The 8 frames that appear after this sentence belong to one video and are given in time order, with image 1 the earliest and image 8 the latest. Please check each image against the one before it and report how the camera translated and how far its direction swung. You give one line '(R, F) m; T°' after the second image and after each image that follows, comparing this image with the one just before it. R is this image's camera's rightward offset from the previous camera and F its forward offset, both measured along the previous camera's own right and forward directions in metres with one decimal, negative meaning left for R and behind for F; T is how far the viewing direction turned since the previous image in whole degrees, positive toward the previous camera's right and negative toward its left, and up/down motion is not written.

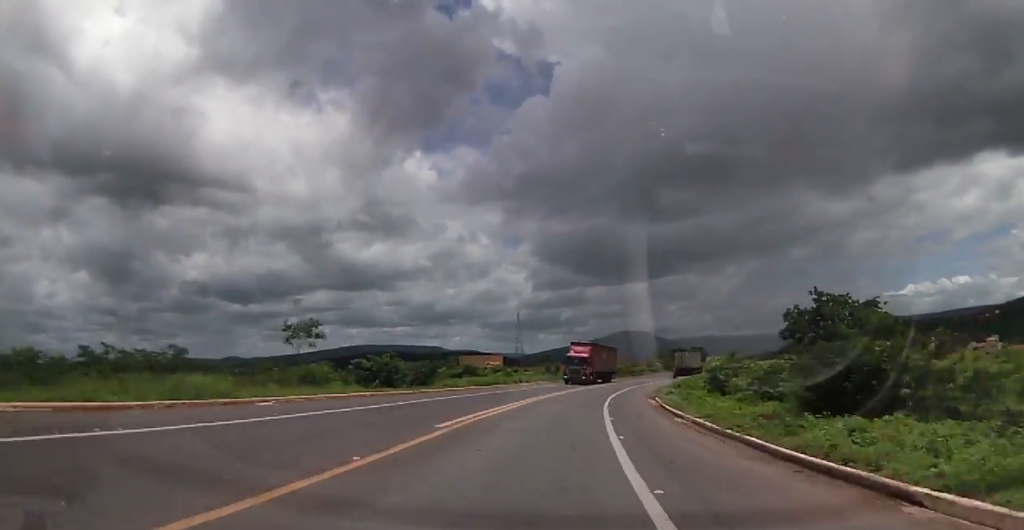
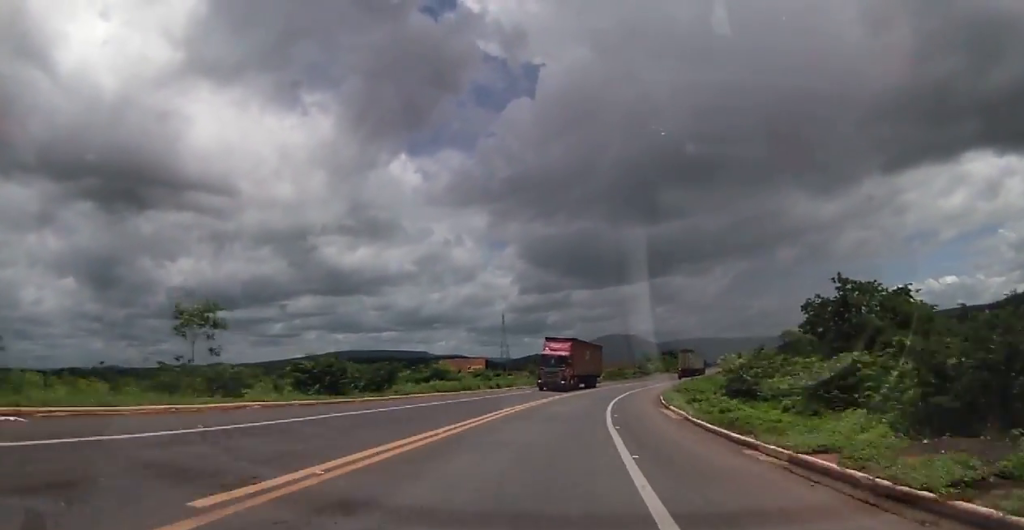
(+0.1, +10.1) m; +1°
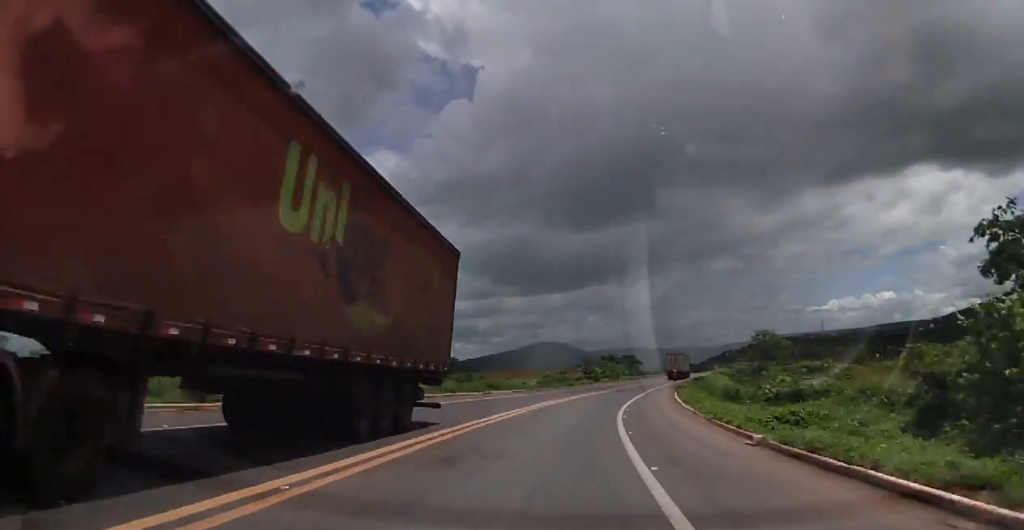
(+1.2, +36.3) m; +4°
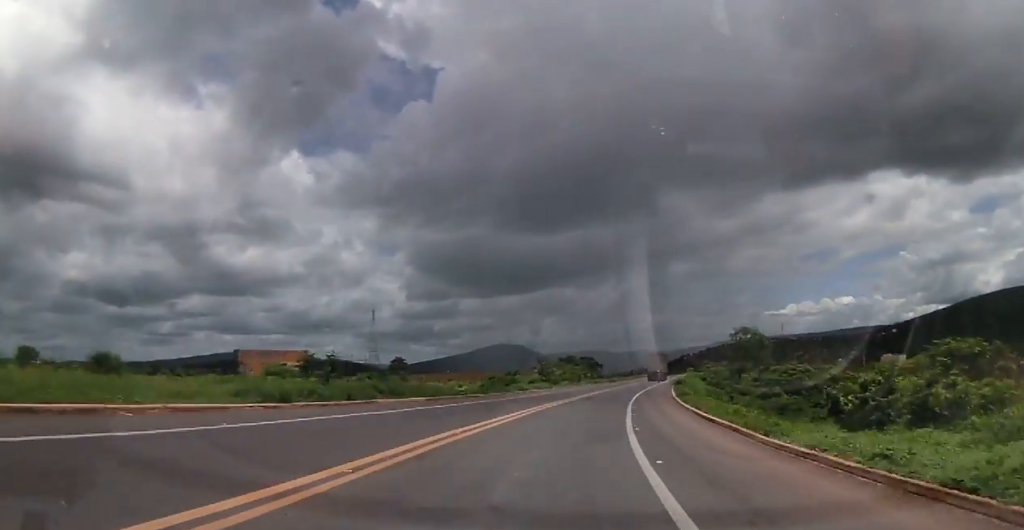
(+0.5, +18.8) m; +3°
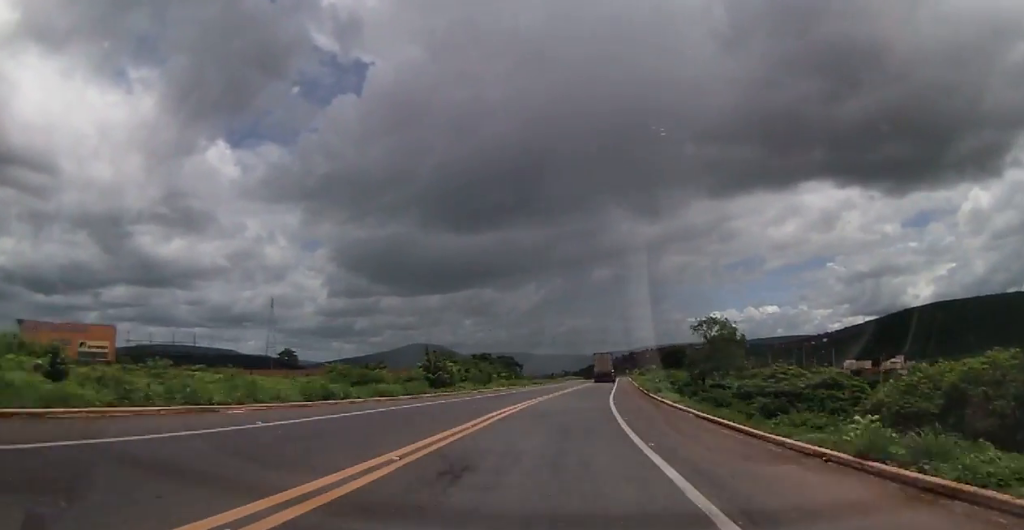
(+1.7, +33.5) m; +6°
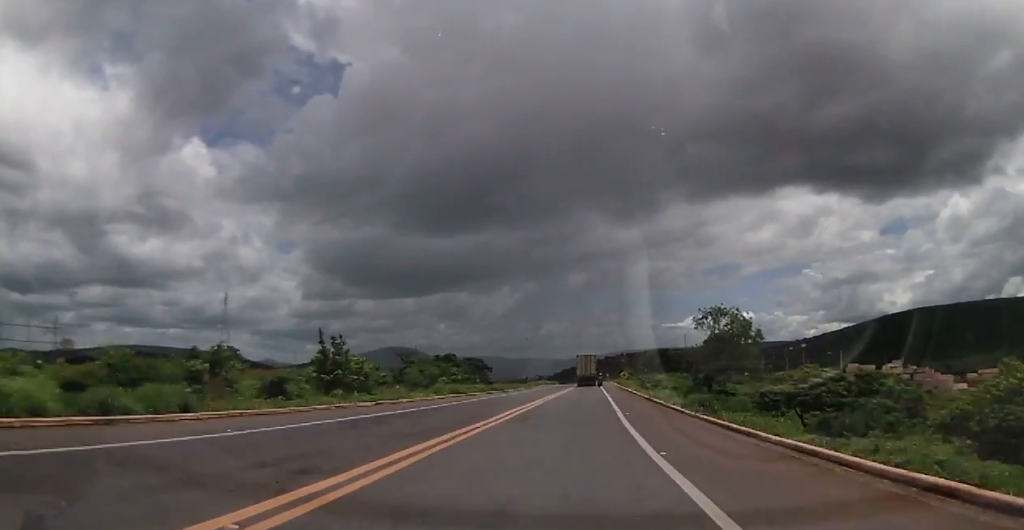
(+0.5, +22.1) m; +4°
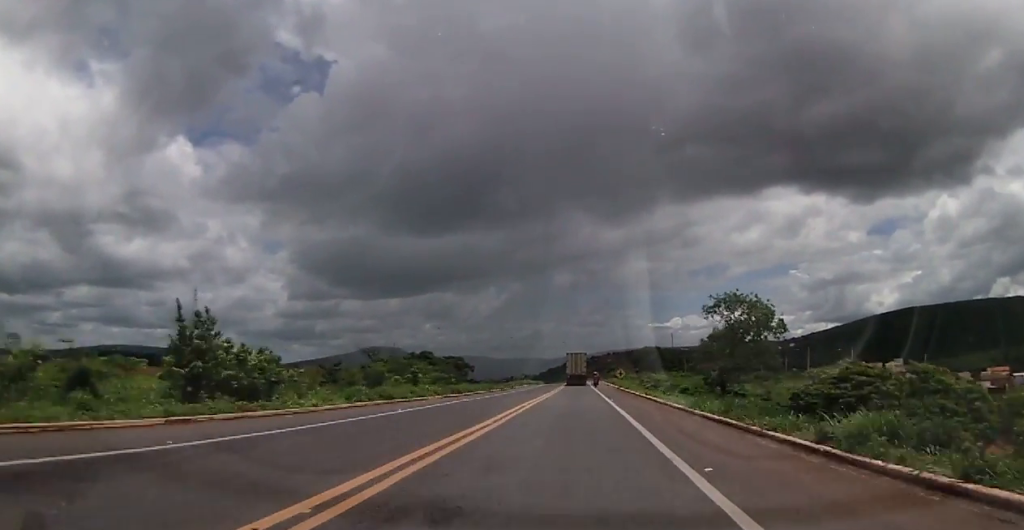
(+0.6, +14.9) m; +2°
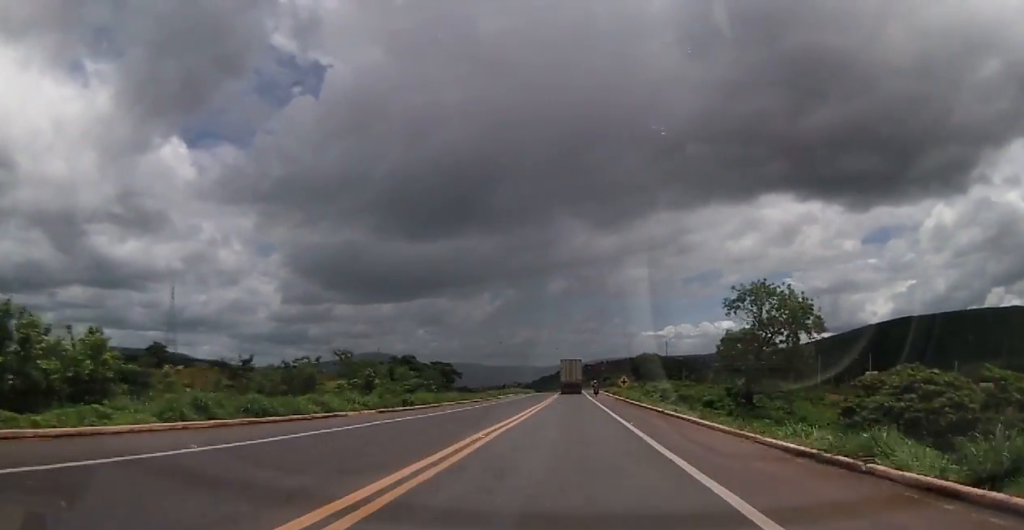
(+0.2, +13.3) m; +2°
